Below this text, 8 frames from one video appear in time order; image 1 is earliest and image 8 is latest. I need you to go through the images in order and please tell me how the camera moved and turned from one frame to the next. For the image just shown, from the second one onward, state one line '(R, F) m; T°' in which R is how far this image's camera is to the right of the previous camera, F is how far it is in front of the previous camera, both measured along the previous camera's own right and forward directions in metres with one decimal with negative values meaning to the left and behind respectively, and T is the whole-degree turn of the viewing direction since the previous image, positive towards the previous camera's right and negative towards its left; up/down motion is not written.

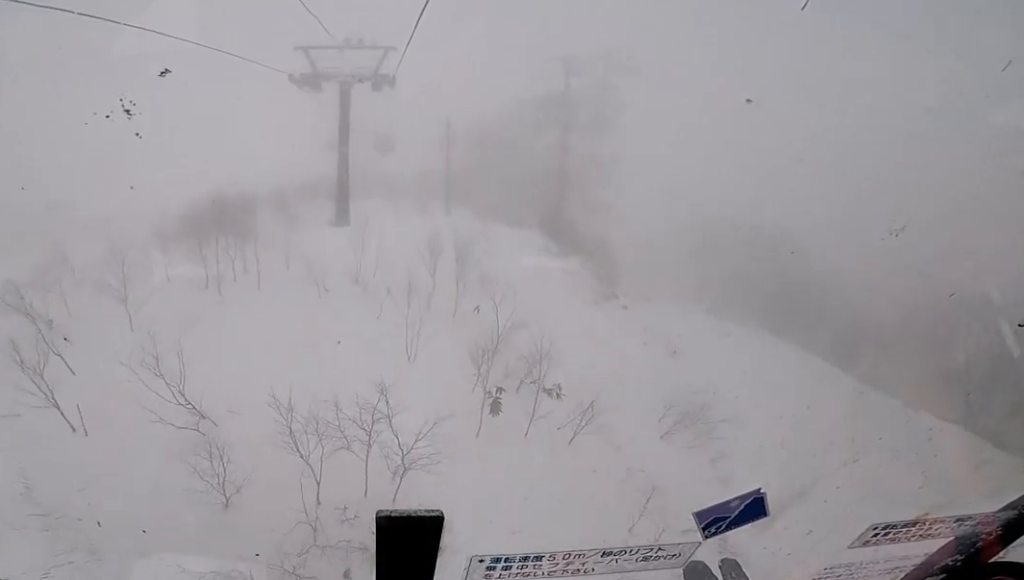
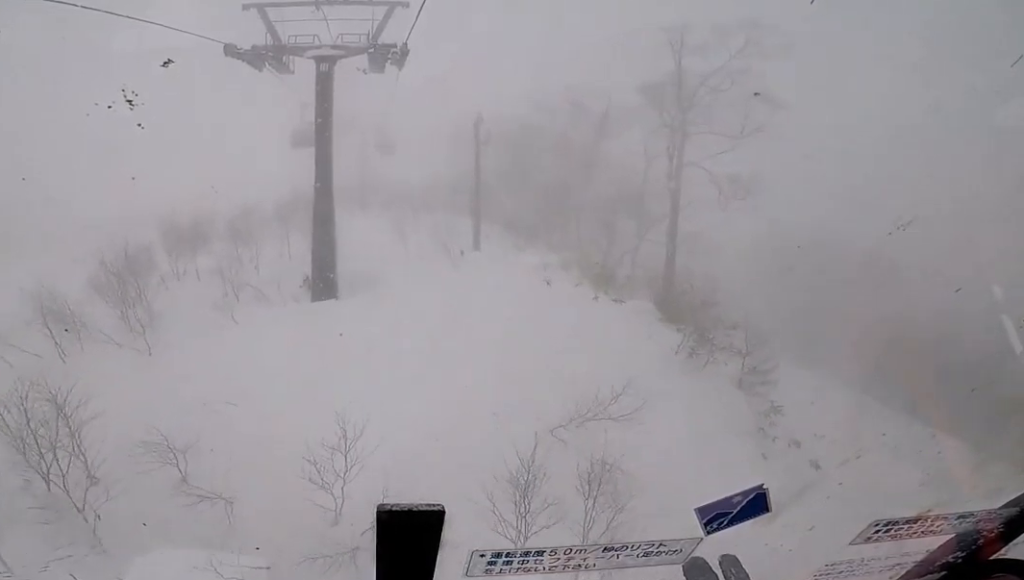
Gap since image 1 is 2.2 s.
(+0.2, +9.5) m; -6°
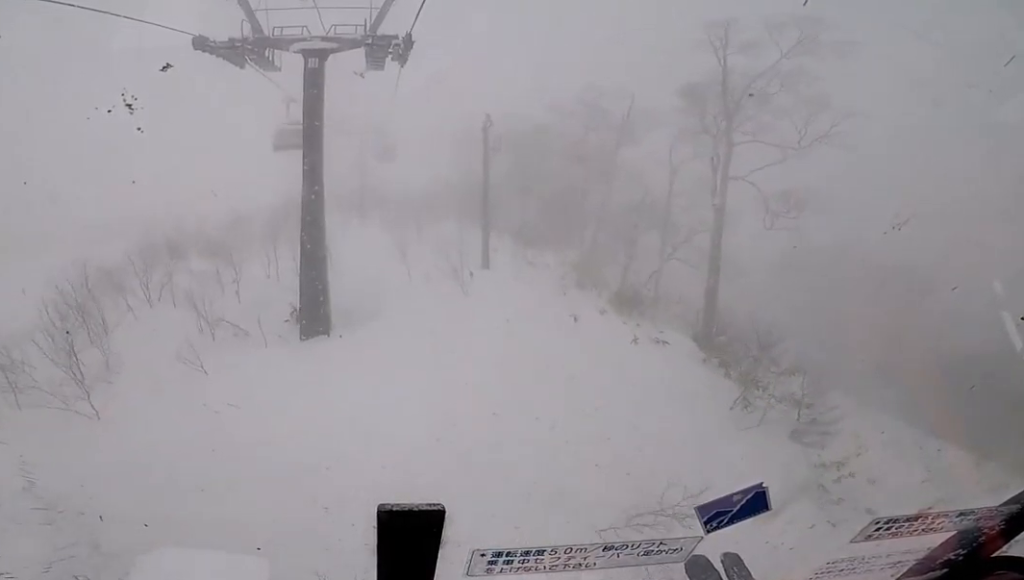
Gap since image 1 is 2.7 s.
(0.0, +2.2) m; +4°
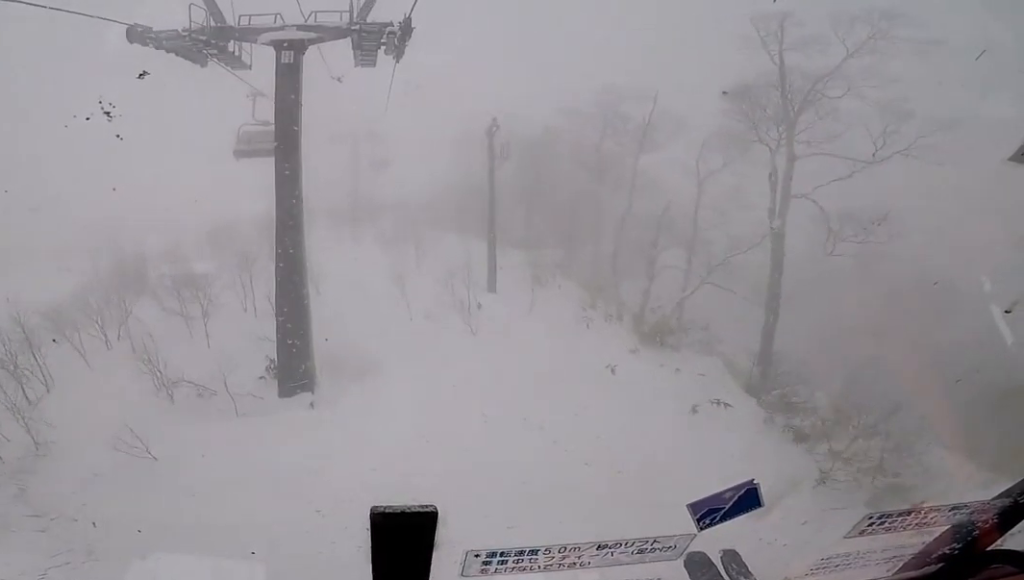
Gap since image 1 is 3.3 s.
(-0.1, +2.5) m; +5°
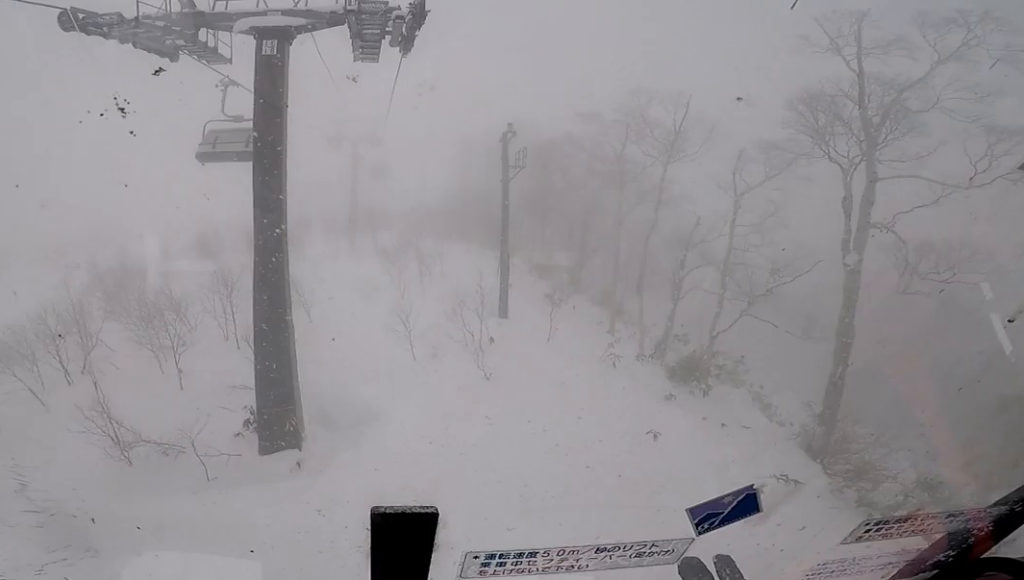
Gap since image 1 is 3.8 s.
(+0.3, +2.0) m; 0°
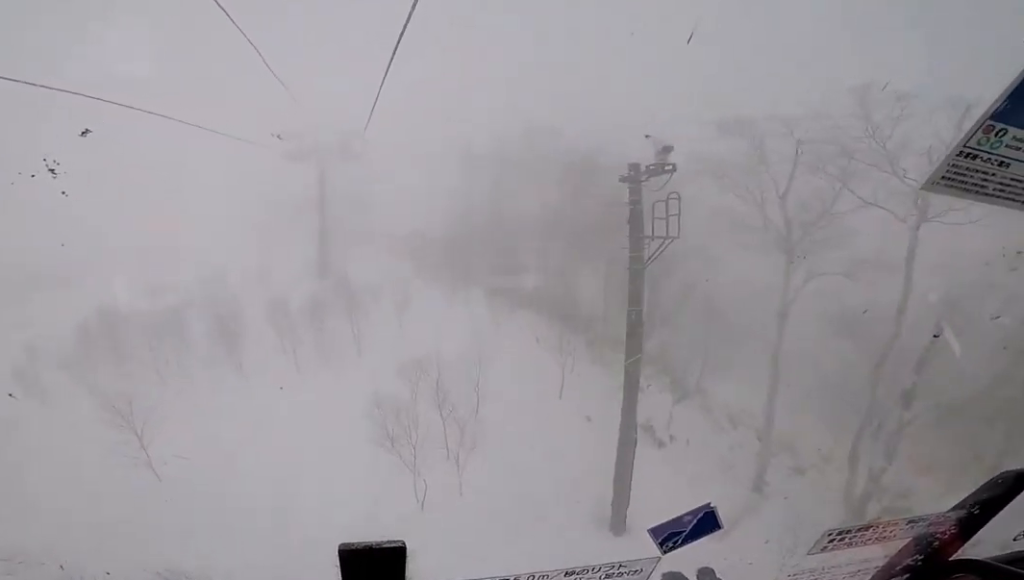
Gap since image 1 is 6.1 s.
(-0.9, +10.0) m; -1°
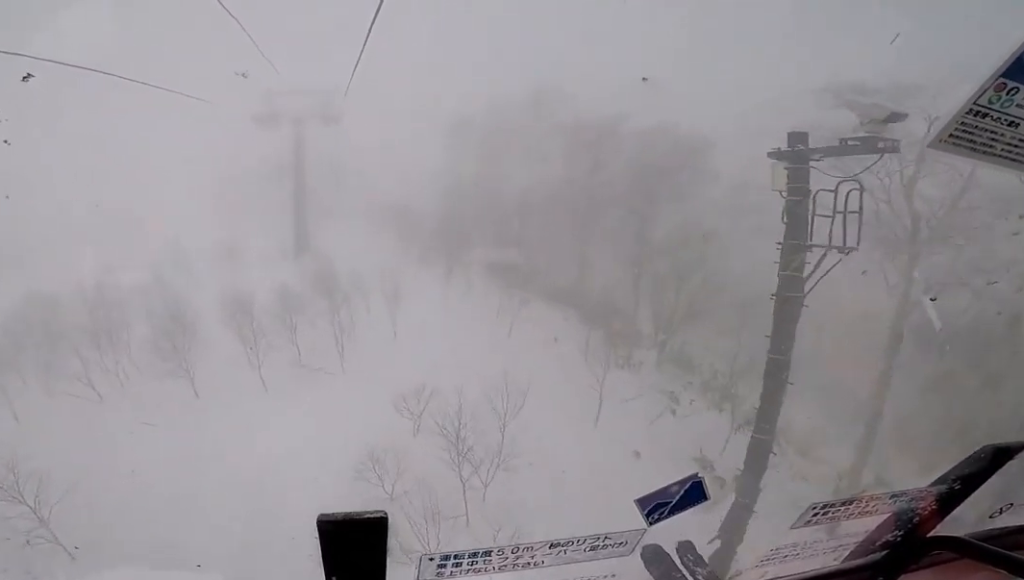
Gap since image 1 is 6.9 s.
(+0.4, +3.4) m; +1°
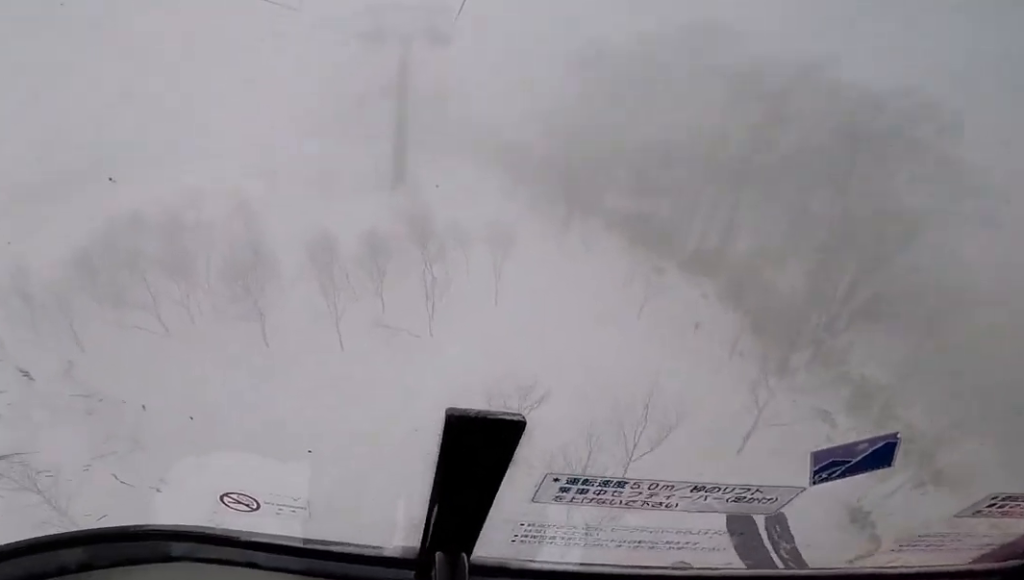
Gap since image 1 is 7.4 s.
(+0.2, +2.1) m; -1°
